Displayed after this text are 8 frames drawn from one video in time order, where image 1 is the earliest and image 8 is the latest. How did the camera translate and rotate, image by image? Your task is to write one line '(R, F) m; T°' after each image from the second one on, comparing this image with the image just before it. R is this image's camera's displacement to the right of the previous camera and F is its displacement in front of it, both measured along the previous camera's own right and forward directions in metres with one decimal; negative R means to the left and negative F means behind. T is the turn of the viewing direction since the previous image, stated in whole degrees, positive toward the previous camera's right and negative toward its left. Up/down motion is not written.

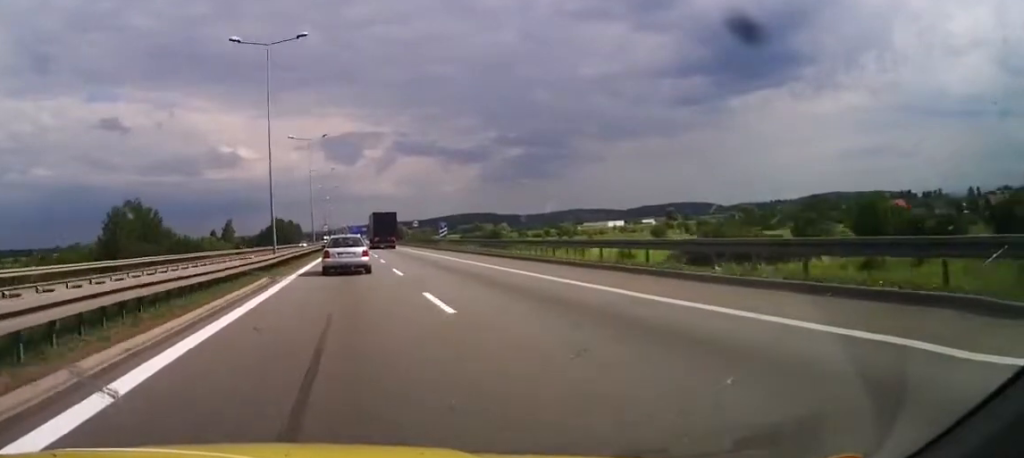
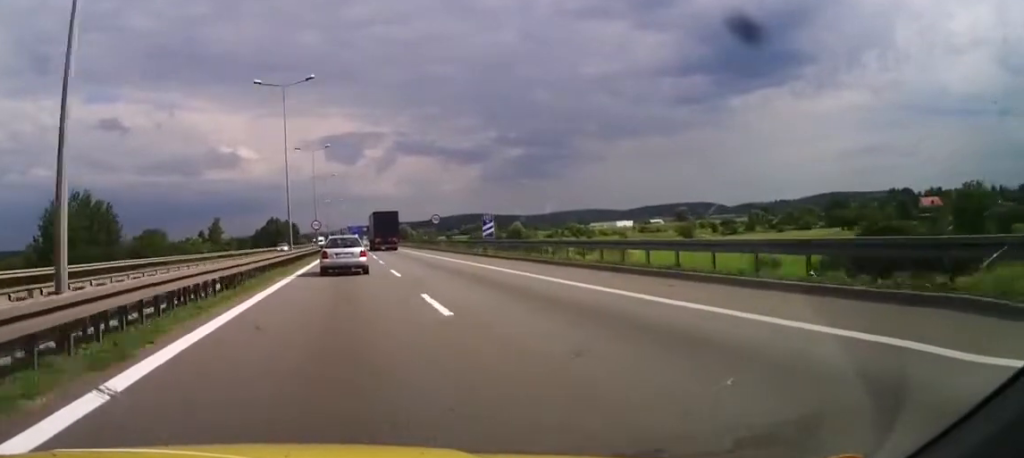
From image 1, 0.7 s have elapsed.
(0.0, +23.7) m; 0°
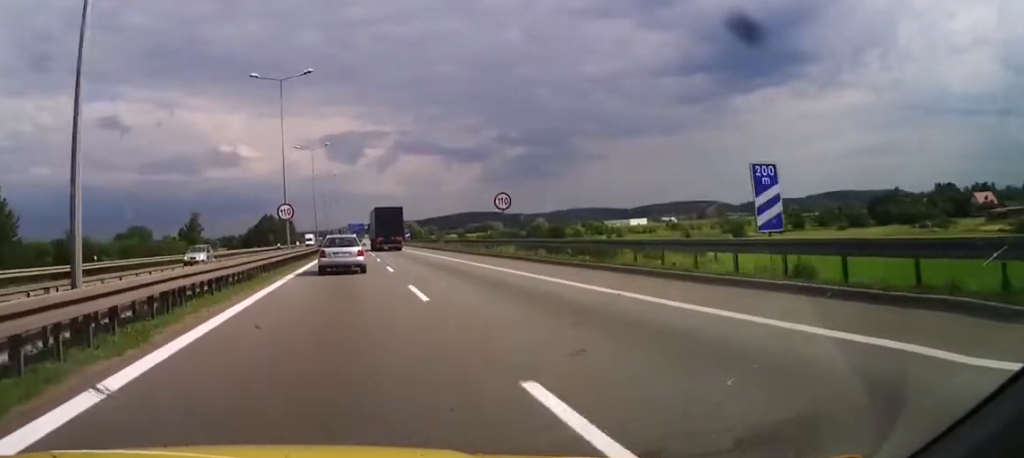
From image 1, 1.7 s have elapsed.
(0.0, +32.7) m; 0°
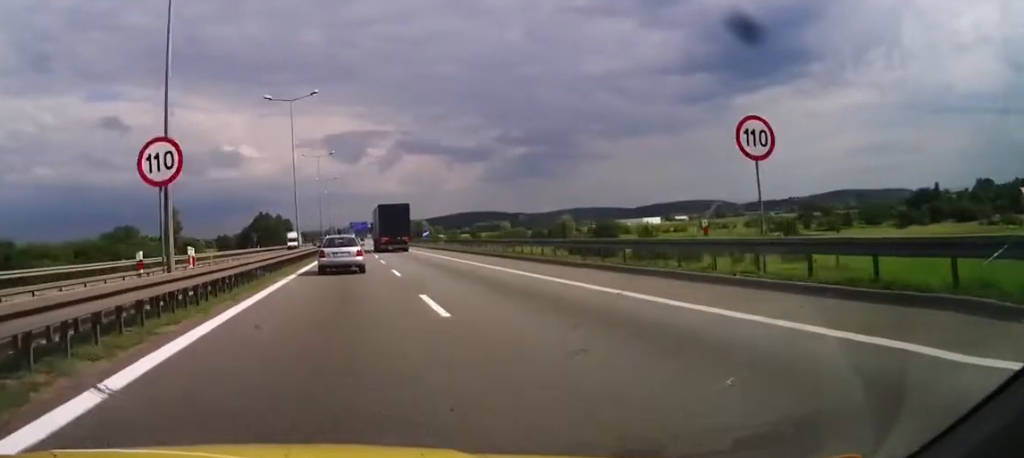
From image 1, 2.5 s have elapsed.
(0.0, +26.3) m; 0°
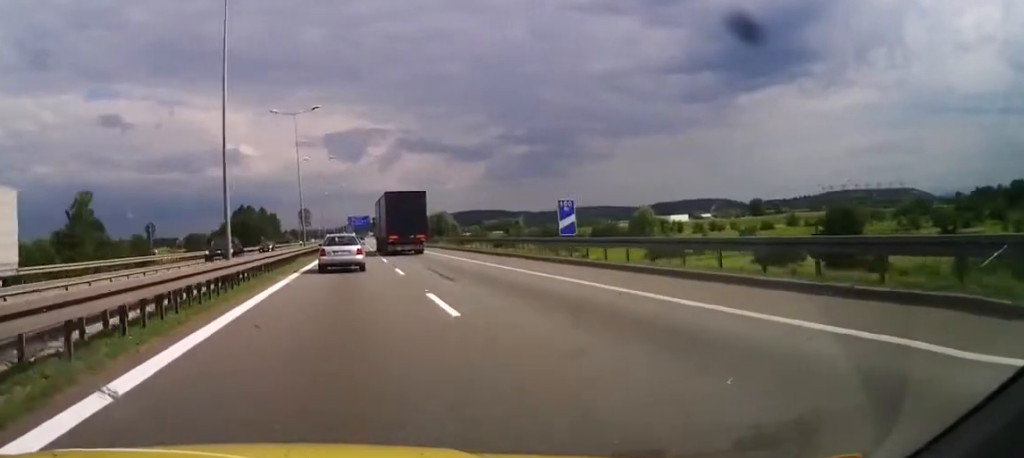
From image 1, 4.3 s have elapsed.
(+0.5, +58.7) m; +1°
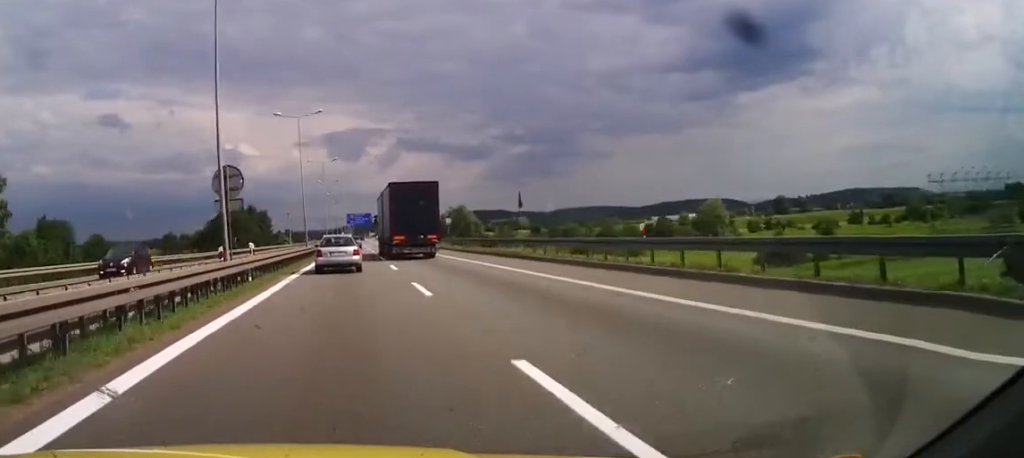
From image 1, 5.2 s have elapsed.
(-0.3, +31.5) m; 0°
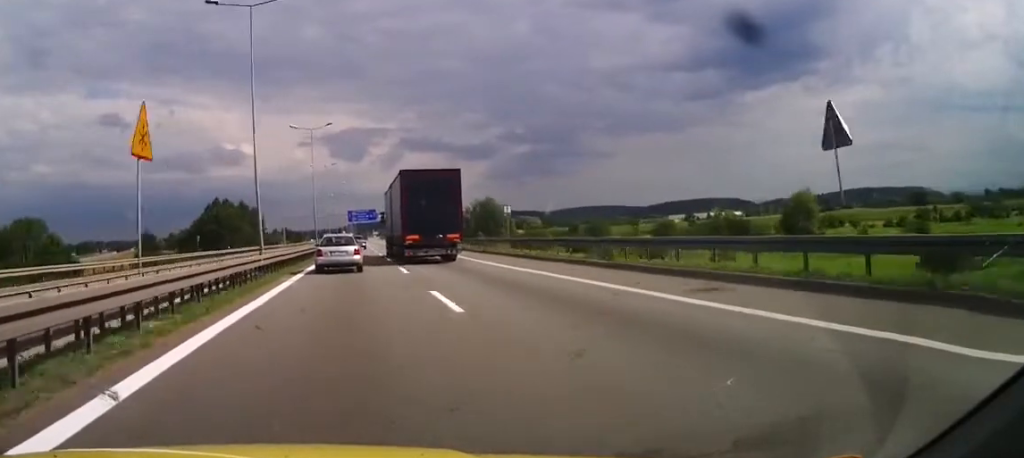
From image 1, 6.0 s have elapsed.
(0.0, +27.1) m; 0°
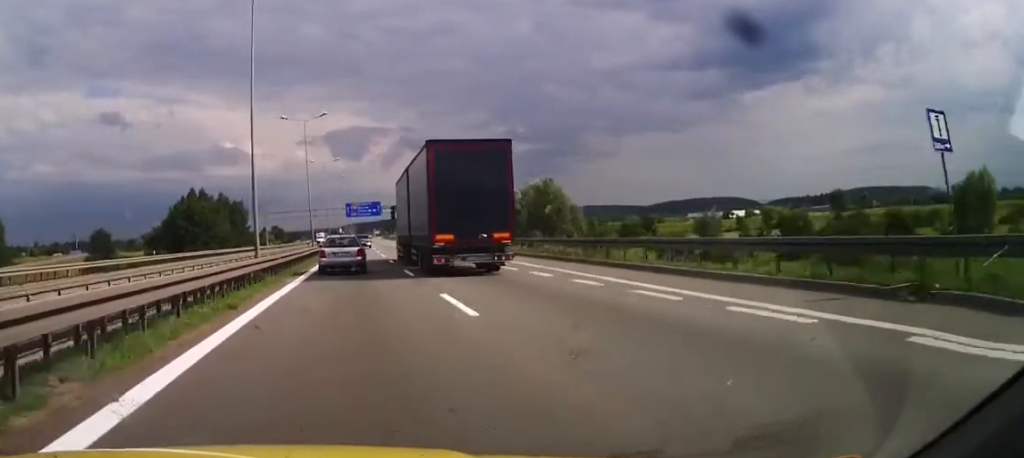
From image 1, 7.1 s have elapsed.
(0.0, +36.3) m; 0°
